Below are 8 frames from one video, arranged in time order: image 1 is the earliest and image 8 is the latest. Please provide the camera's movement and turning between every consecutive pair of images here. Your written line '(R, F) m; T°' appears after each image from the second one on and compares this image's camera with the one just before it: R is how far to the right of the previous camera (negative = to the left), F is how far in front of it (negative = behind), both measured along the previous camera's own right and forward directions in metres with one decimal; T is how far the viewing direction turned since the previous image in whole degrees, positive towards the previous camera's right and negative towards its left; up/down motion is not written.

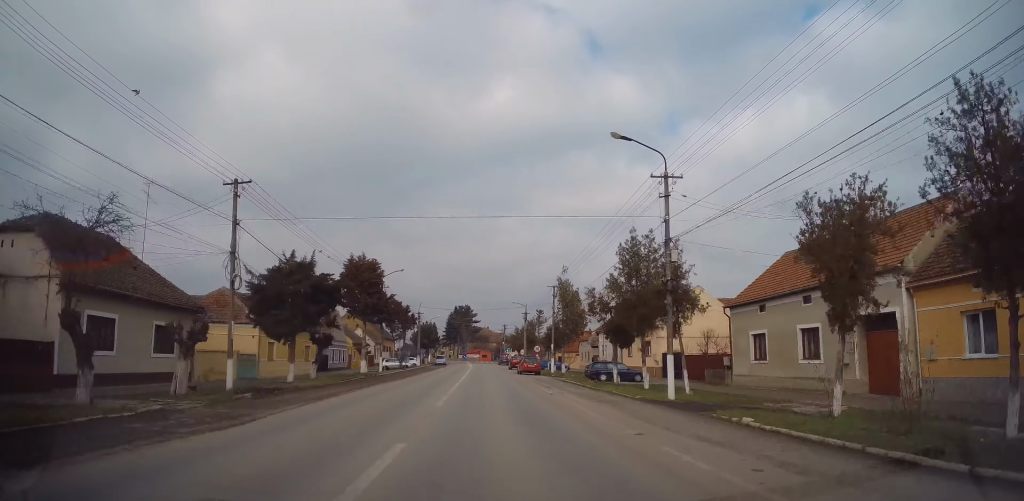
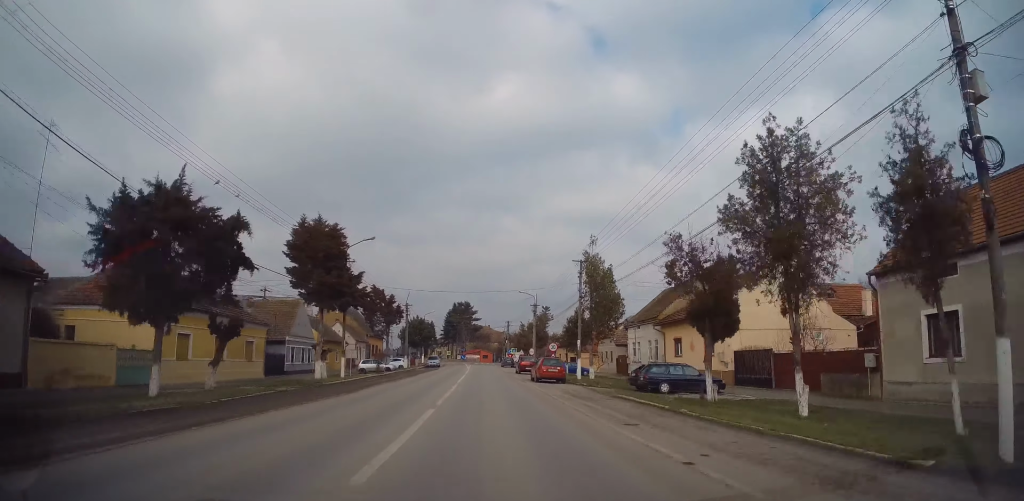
(+0.2, +13.1) m; 0°
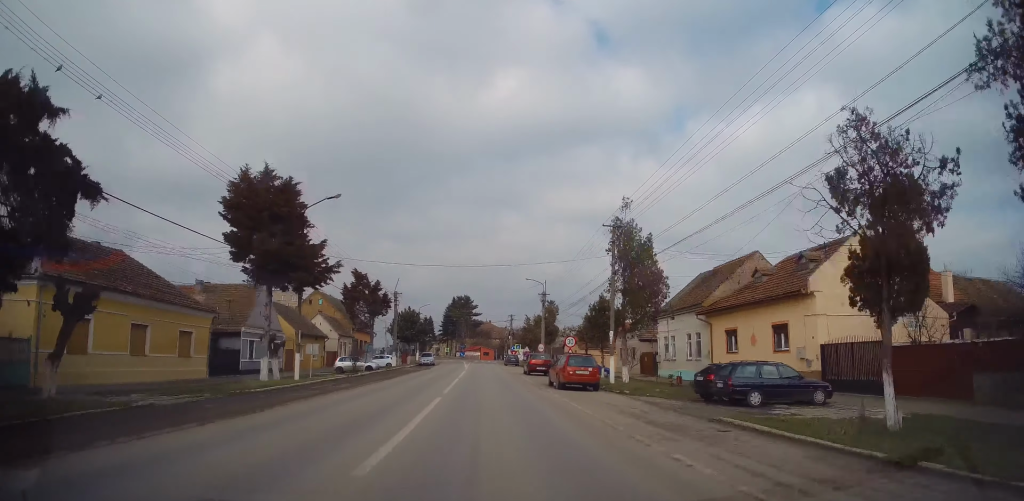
(-0.1, +9.0) m; -1°
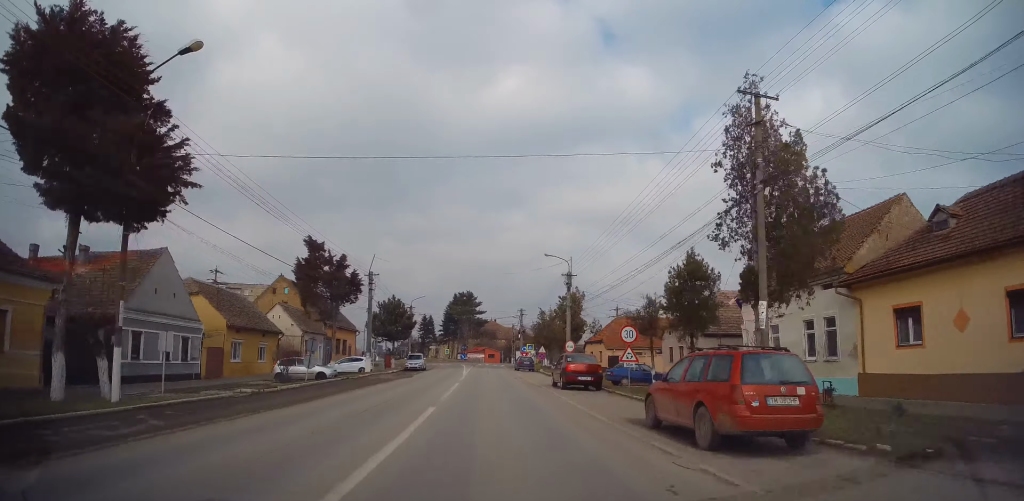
(-0.1, +14.5) m; 0°
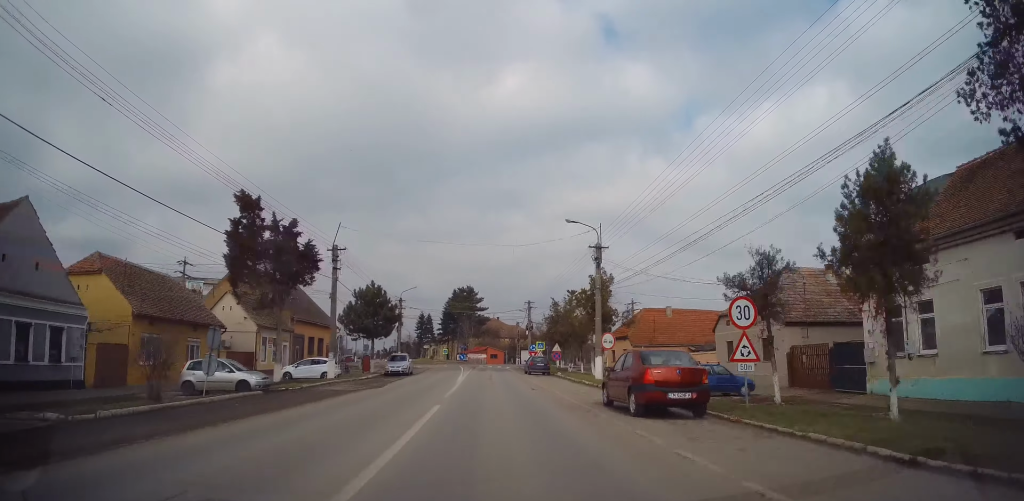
(+0.1, +10.6) m; 0°
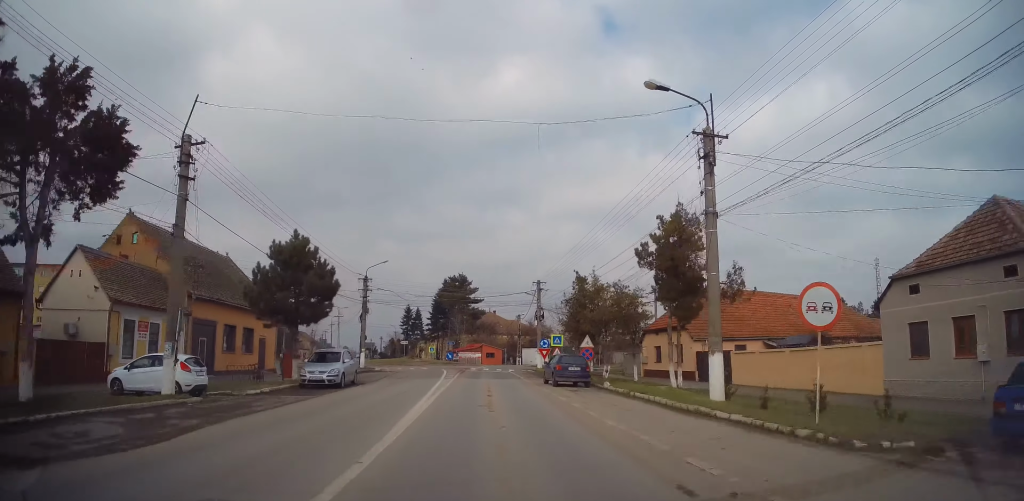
(-0.1, +16.6) m; 0°
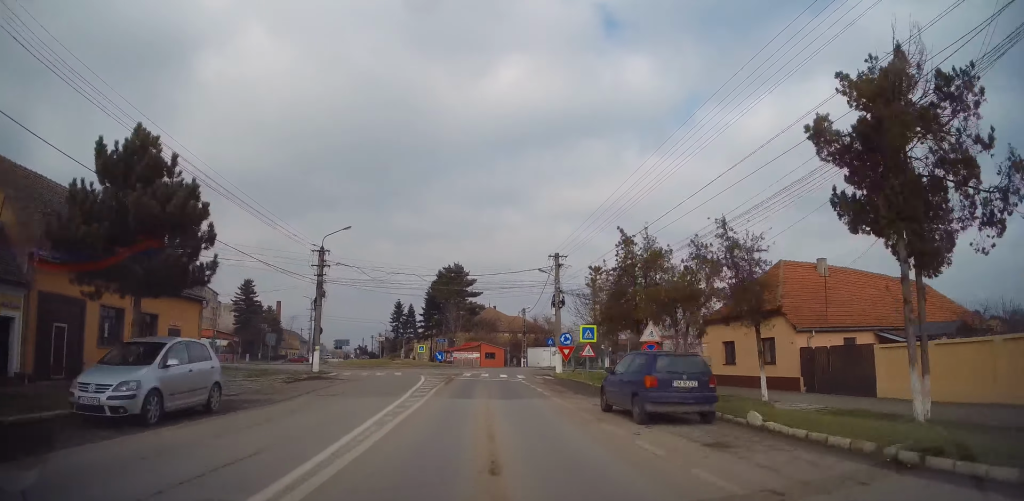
(+0.2, +12.5) m; 0°
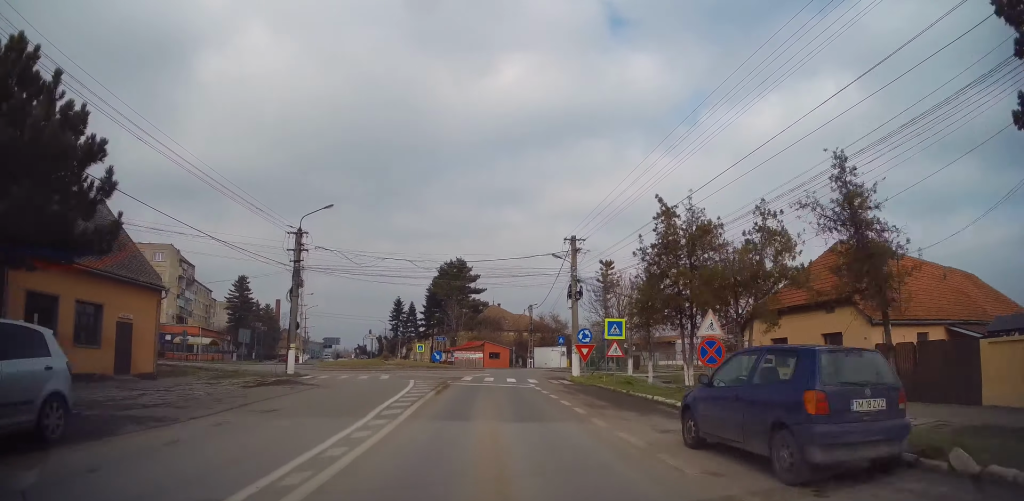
(0.0, +5.1) m; 0°
